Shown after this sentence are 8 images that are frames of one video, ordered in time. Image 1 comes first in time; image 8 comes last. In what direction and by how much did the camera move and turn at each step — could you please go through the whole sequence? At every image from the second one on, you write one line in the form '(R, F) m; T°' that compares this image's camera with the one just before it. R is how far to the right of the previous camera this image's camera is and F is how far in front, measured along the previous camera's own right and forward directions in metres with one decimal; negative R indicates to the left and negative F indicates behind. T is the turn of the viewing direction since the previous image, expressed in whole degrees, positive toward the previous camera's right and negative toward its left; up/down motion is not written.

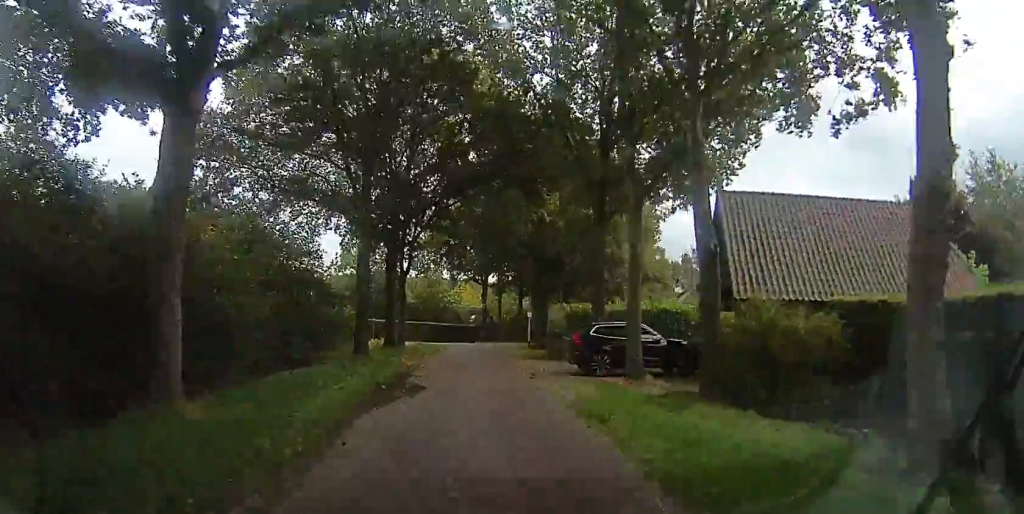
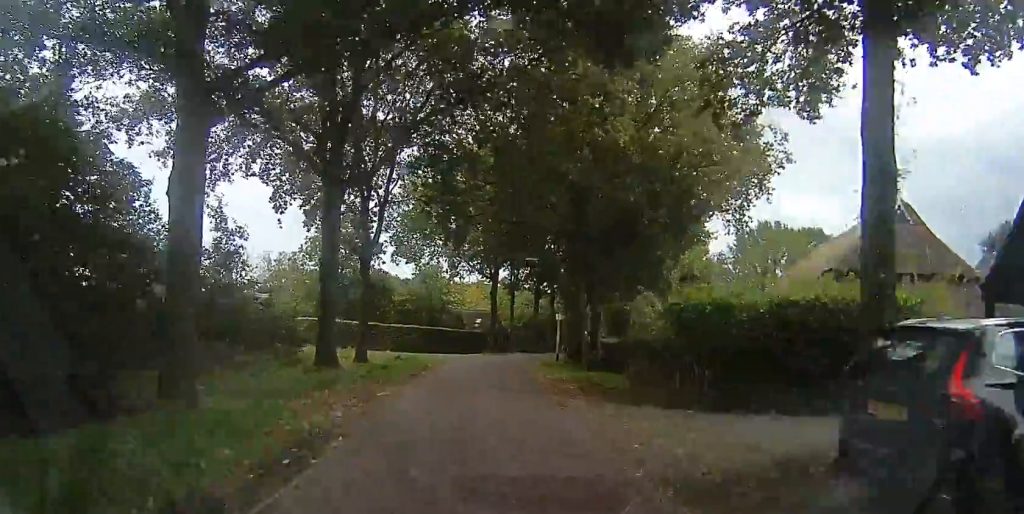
(+0.1, +14.9) m; +3°
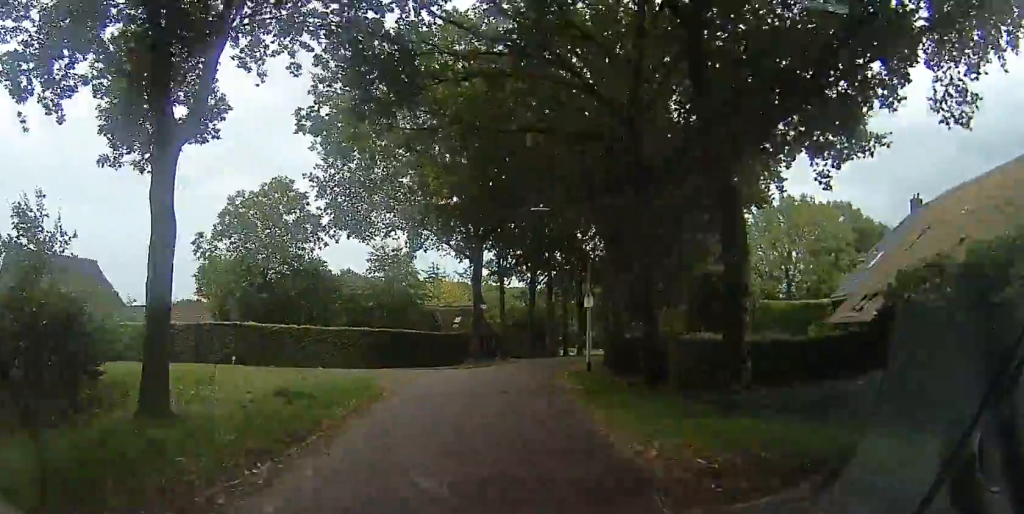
(+0.6, +14.3) m; +4°
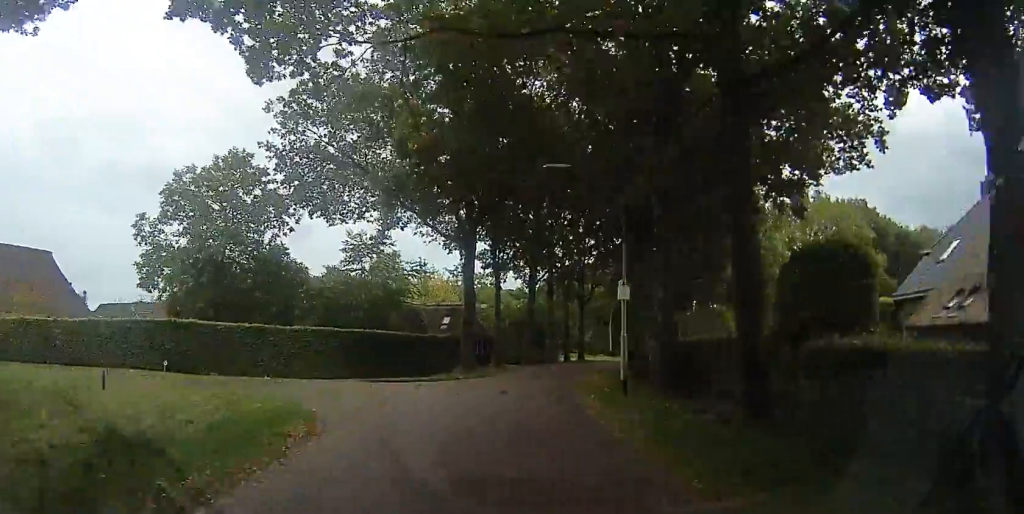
(-0.1, +6.0) m; +2°
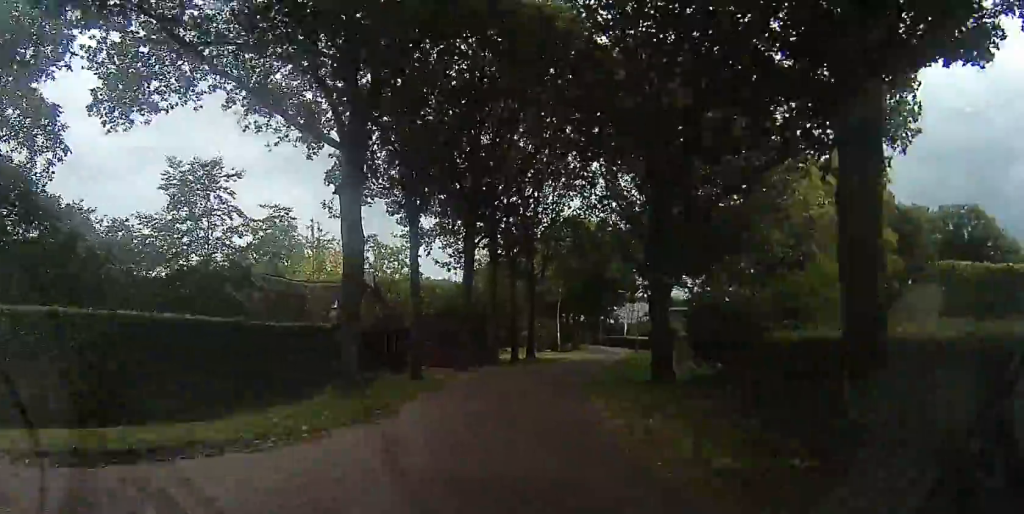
(+0.9, +14.1) m; +5°
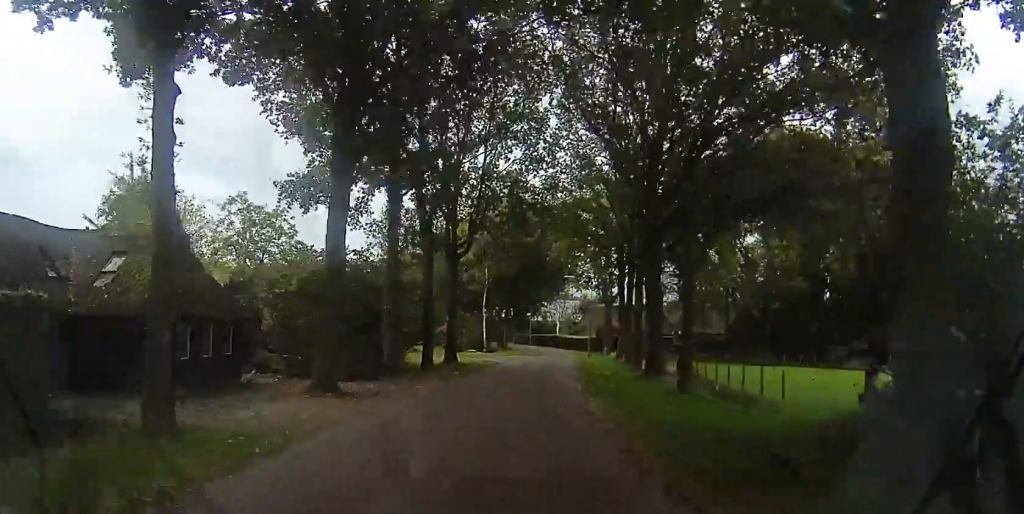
(+0.5, +12.8) m; +5°
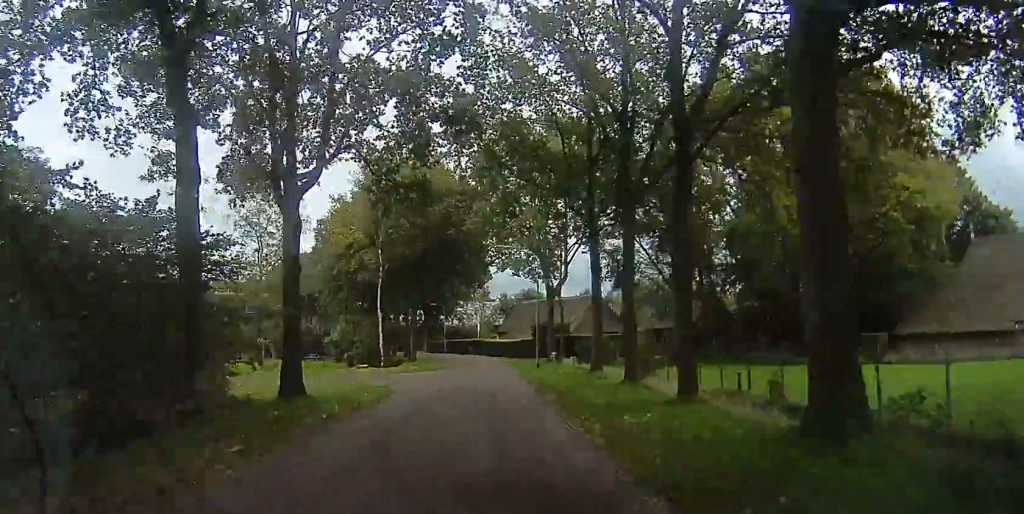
(+0.7, +16.0) m; +5°
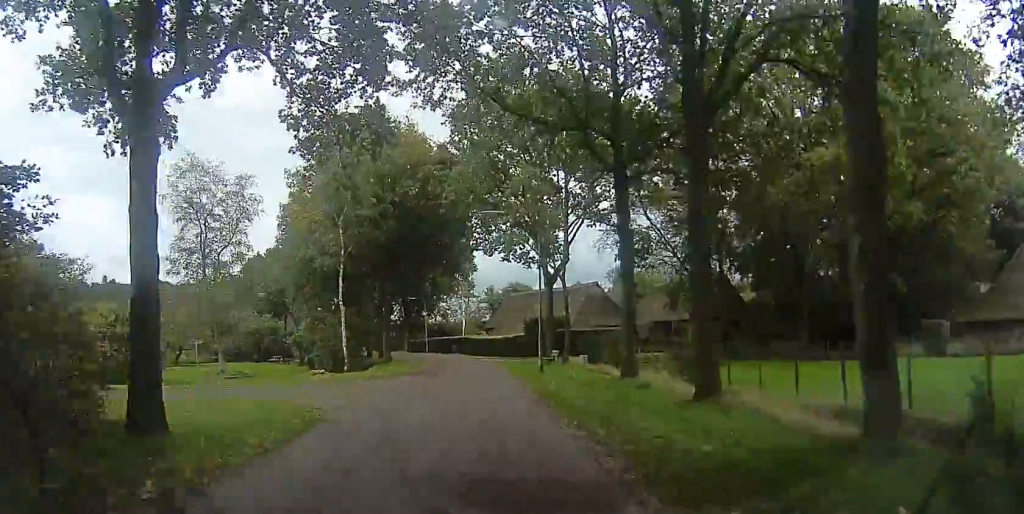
(+0.2, +7.2) m; +2°
